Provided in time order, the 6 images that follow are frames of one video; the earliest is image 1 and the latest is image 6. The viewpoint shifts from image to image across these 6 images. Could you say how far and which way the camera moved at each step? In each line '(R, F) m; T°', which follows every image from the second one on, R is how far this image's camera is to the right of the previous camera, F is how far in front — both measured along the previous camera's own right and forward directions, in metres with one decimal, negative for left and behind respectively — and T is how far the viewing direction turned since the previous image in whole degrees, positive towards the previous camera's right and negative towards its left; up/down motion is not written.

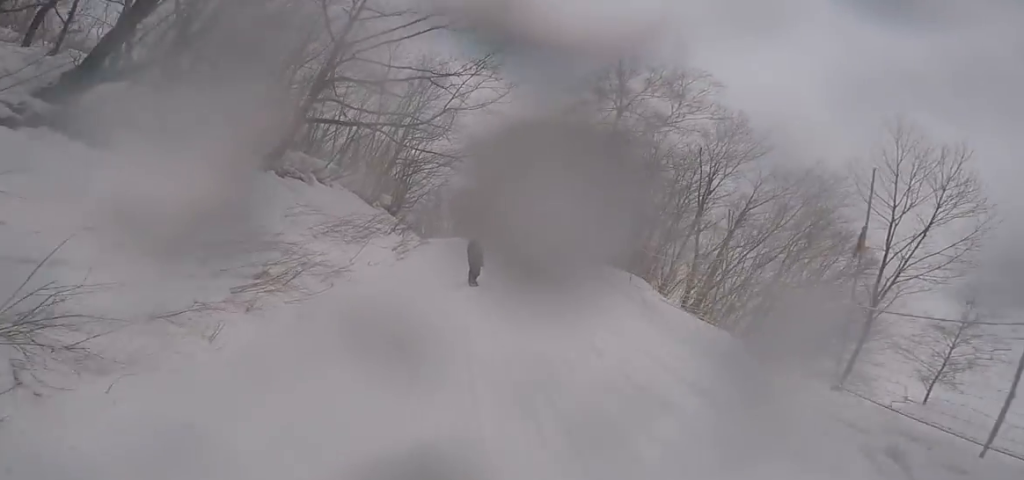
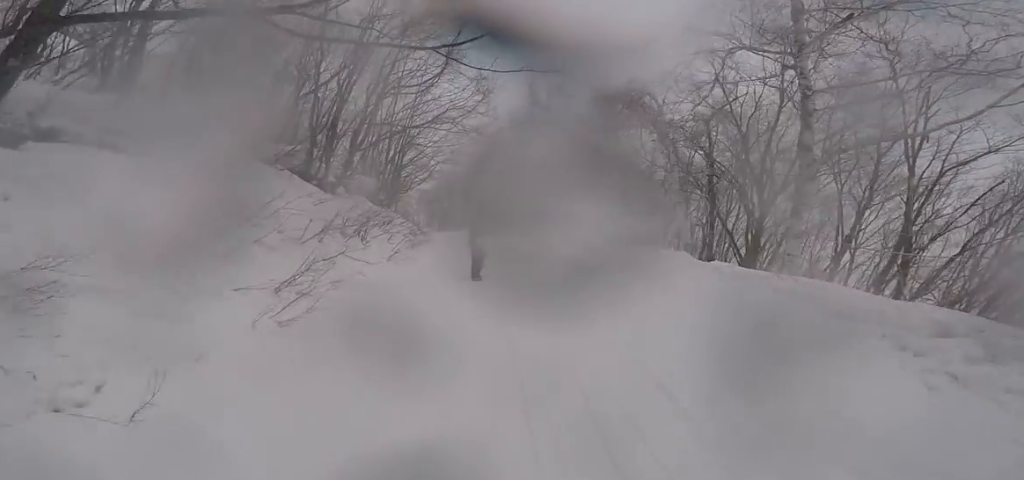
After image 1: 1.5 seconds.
(-1.5, +11.7) m; -10°
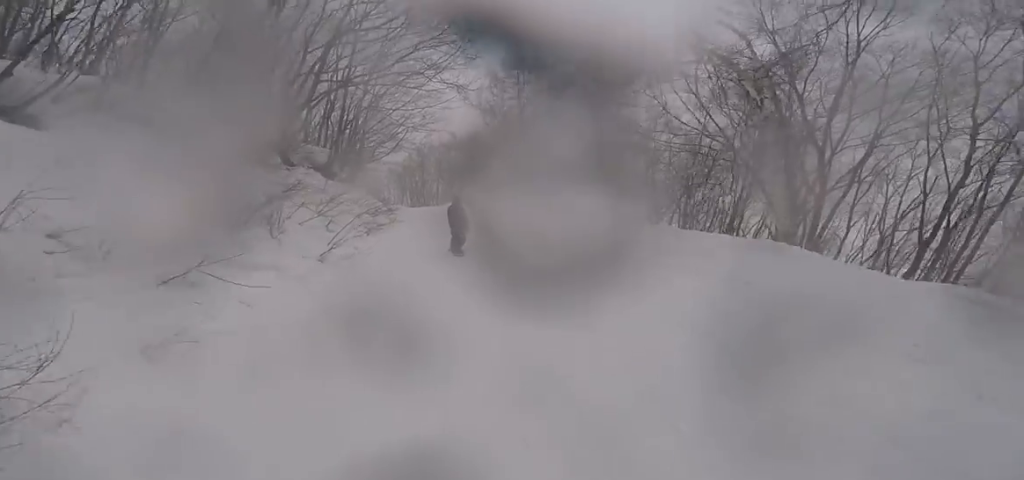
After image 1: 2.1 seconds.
(-0.5, +4.6) m; +1°
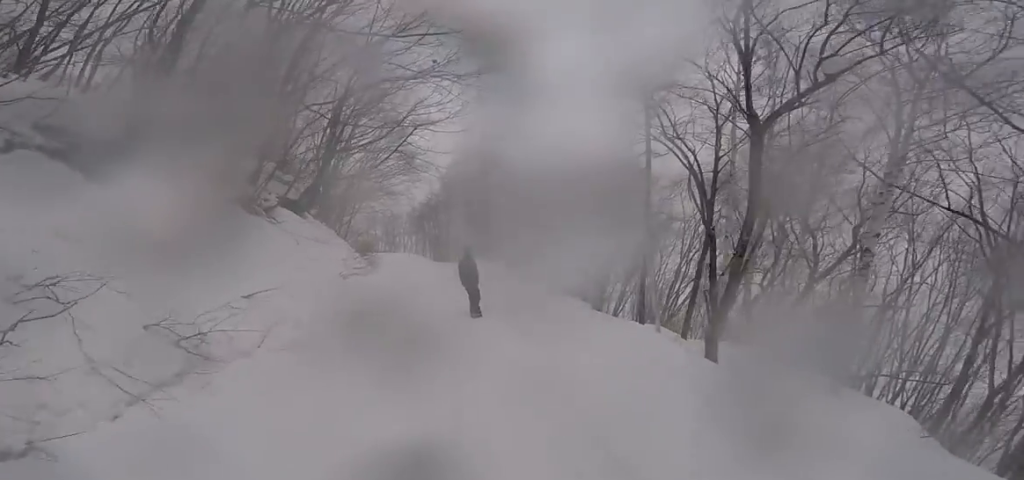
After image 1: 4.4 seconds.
(+3.1, +17.0) m; +13°
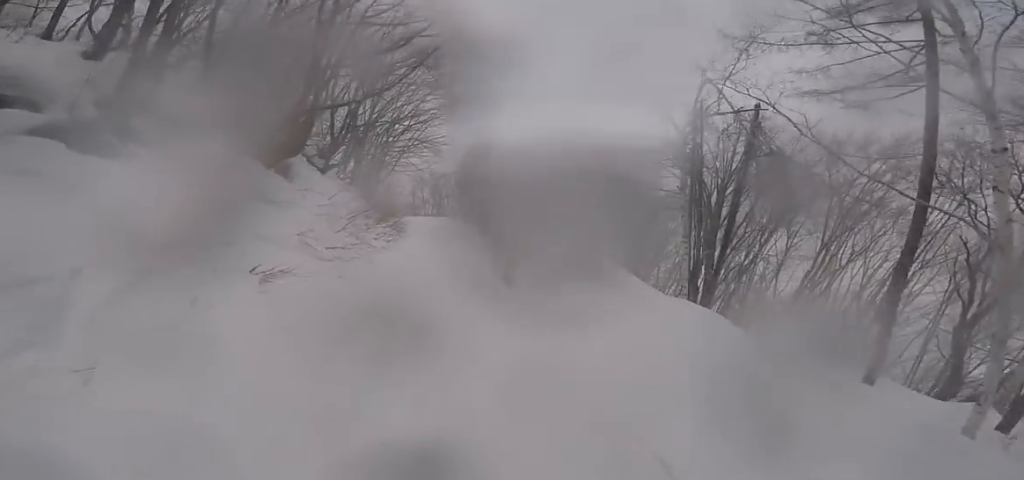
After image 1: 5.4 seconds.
(+0.1, +7.4) m; -6°
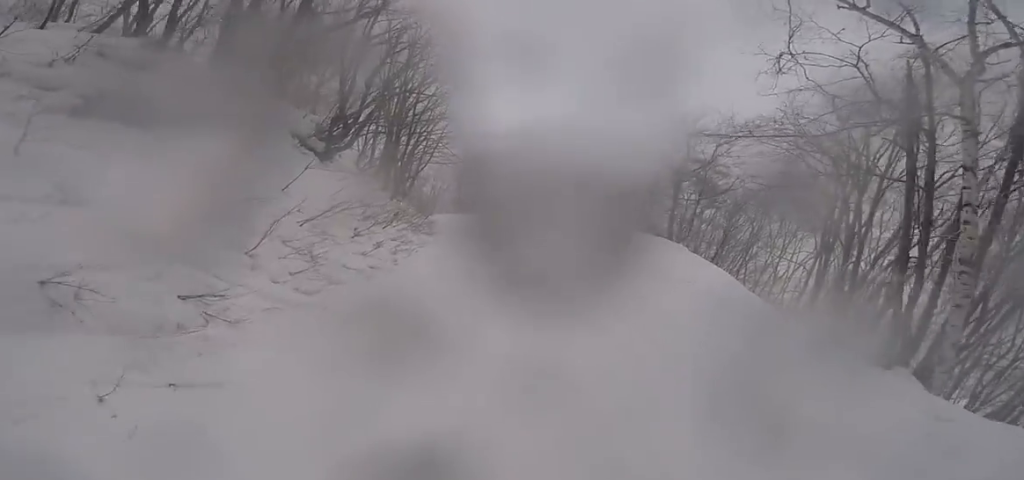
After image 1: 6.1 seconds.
(-0.3, +5.6) m; -9°
